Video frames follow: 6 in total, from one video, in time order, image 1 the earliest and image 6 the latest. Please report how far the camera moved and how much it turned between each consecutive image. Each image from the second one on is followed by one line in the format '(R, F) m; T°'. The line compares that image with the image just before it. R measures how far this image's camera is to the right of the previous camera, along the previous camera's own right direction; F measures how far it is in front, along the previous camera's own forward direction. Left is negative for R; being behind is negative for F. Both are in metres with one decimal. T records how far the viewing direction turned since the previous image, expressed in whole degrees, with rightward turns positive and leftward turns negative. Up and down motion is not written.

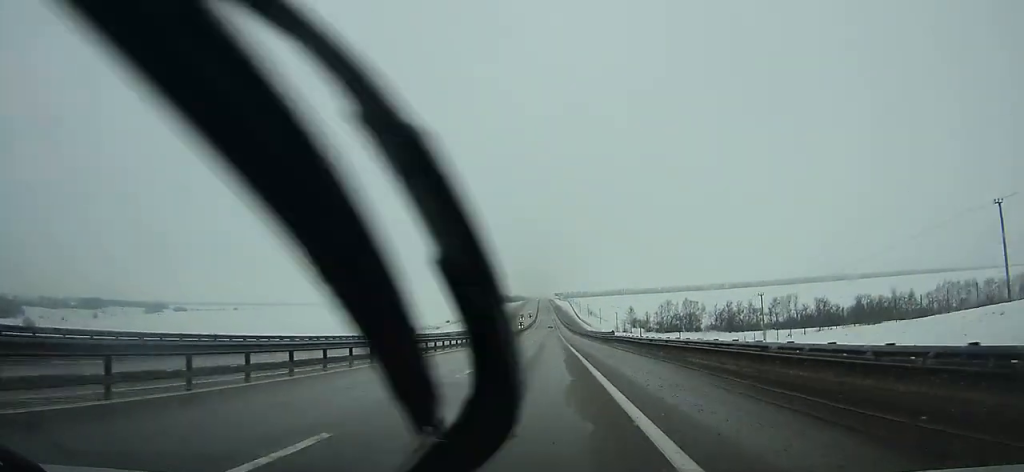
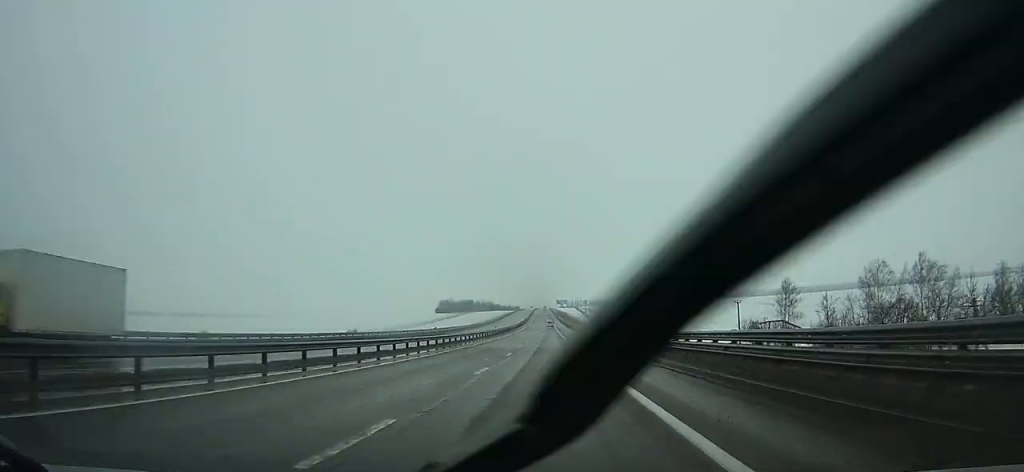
(-1.3, +179.0) m; 0°
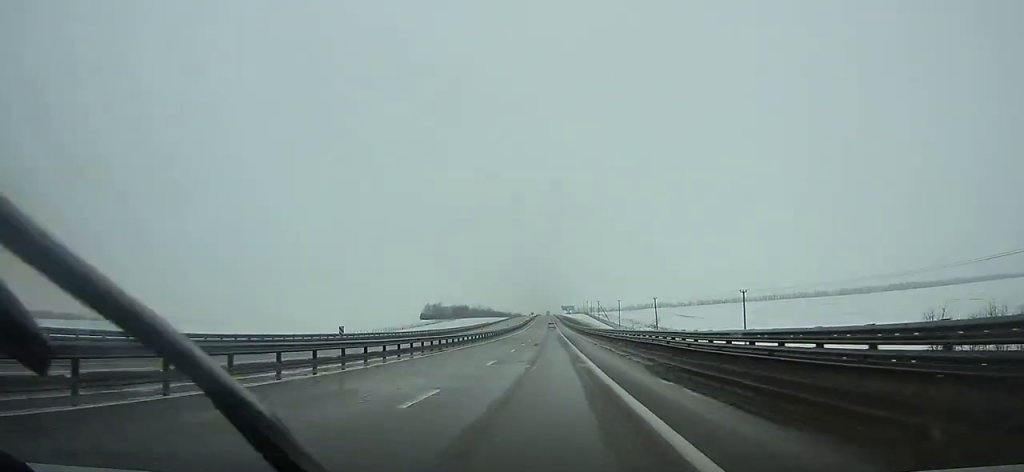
(-0.2, +67.8) m; 0°
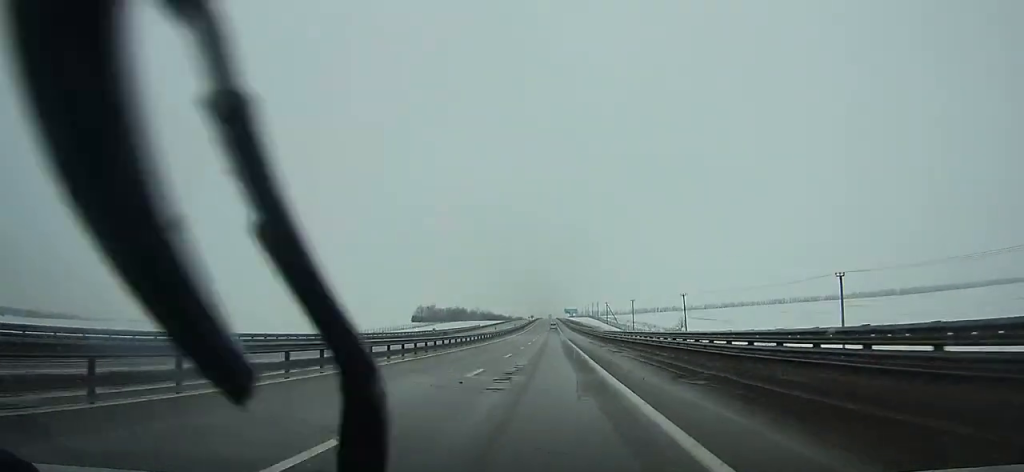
(-0.1, +29.3) m; 0°
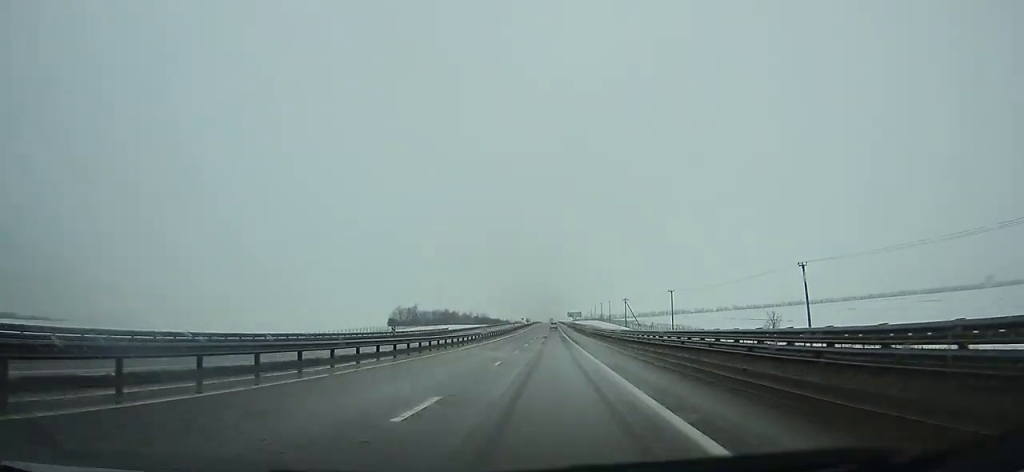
(0.0, +55.6) m; 0°
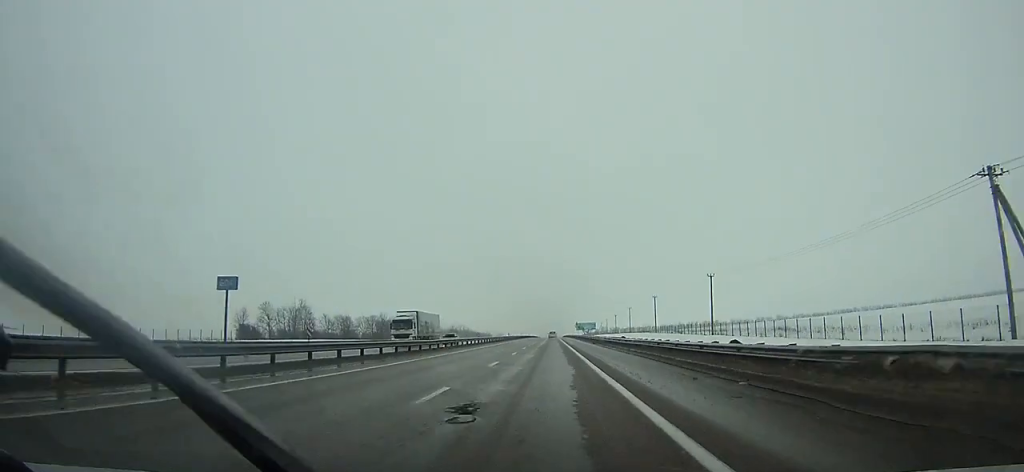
(+0.1, +152.9) m; 0°
